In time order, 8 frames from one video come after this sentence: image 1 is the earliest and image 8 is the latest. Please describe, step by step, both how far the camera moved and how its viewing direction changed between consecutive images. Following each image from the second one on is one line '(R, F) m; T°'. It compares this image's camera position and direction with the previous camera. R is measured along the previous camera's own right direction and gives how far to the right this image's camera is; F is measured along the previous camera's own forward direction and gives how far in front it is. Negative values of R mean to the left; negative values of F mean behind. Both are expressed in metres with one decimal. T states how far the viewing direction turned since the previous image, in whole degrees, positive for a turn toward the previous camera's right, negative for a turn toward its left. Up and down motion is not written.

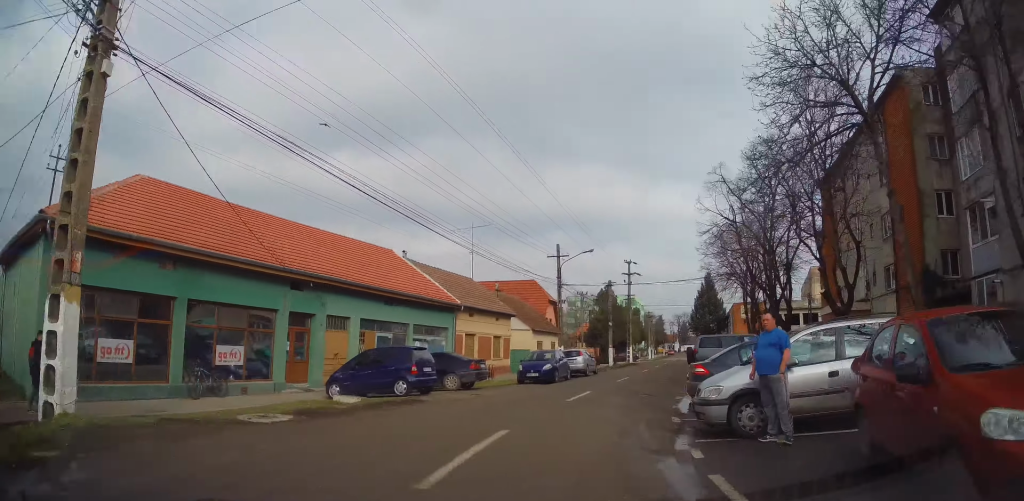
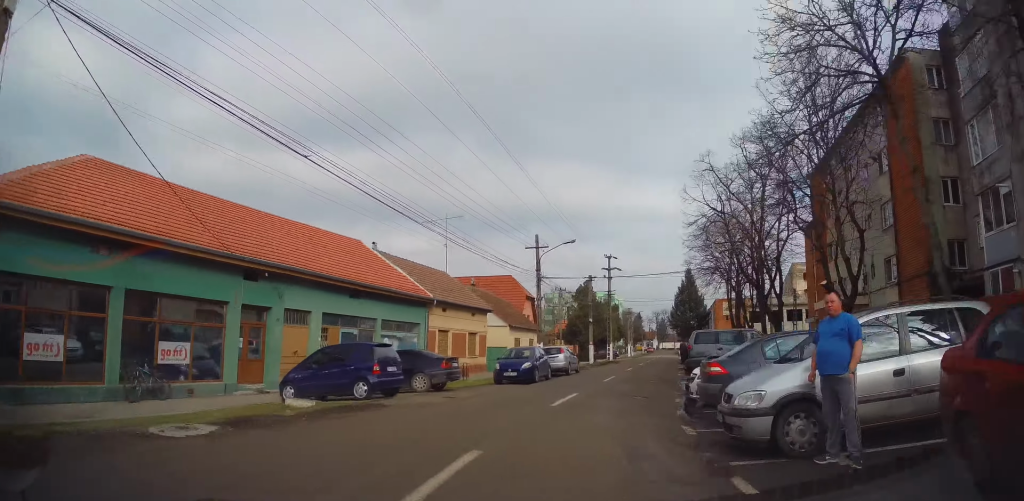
(0.0, +2.7) m; +4°
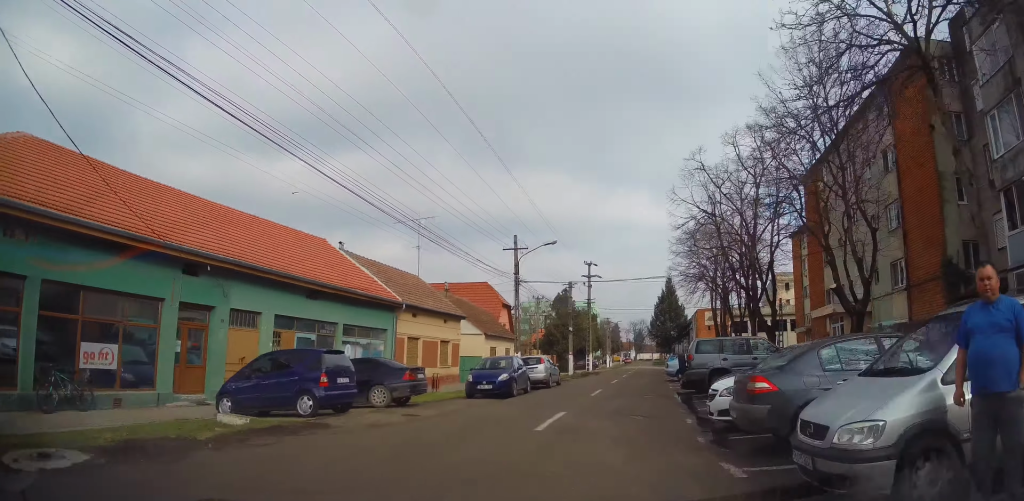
(+0.4, +3.4) m; +5°
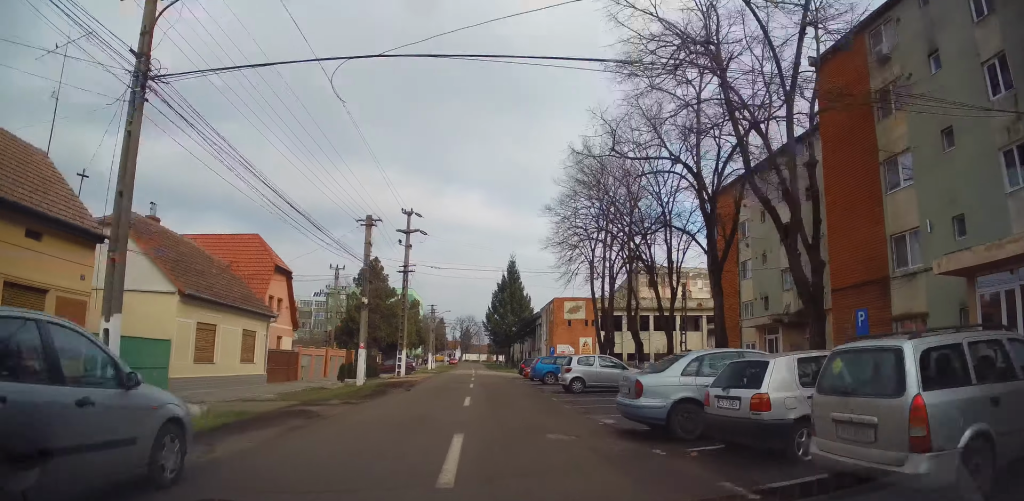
(+3.5, +25.3) m; +14°
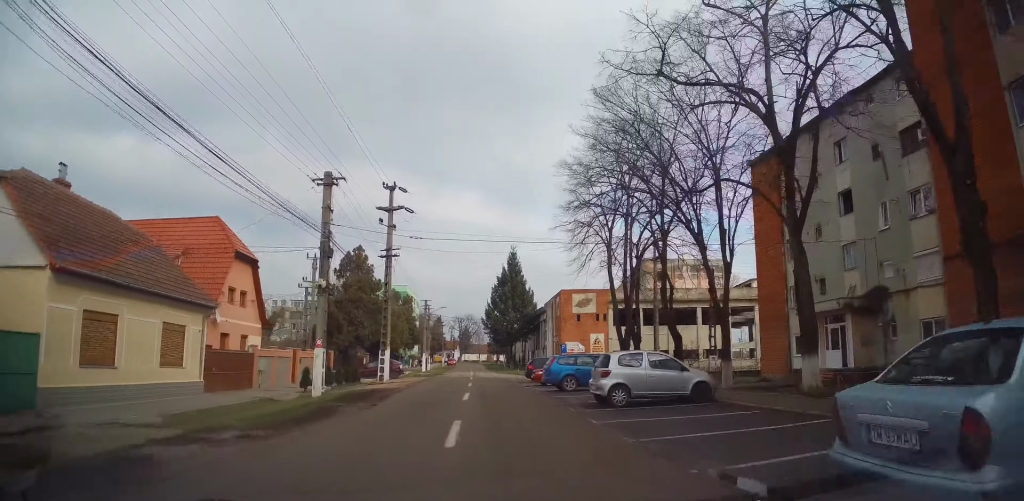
(+0.2, +6.8) m; +3°
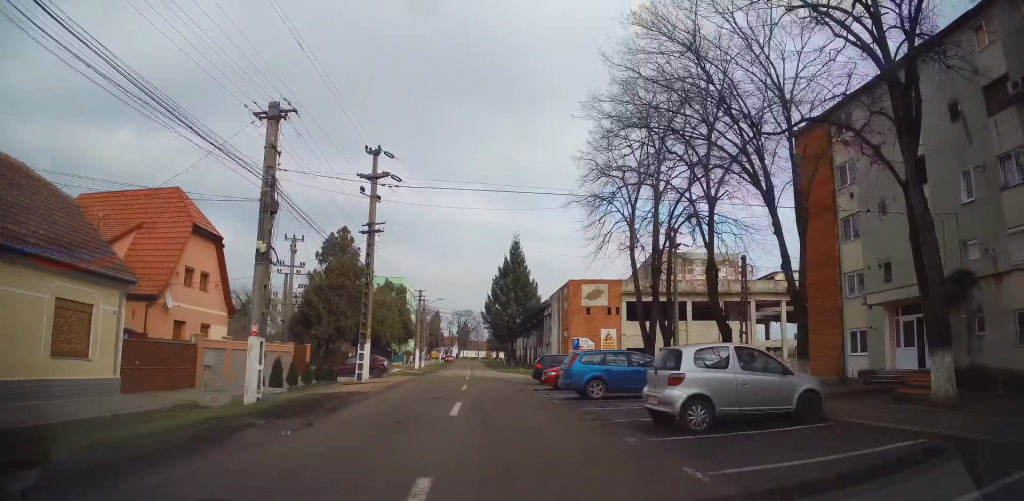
(0.0, +5.6) m; +1°
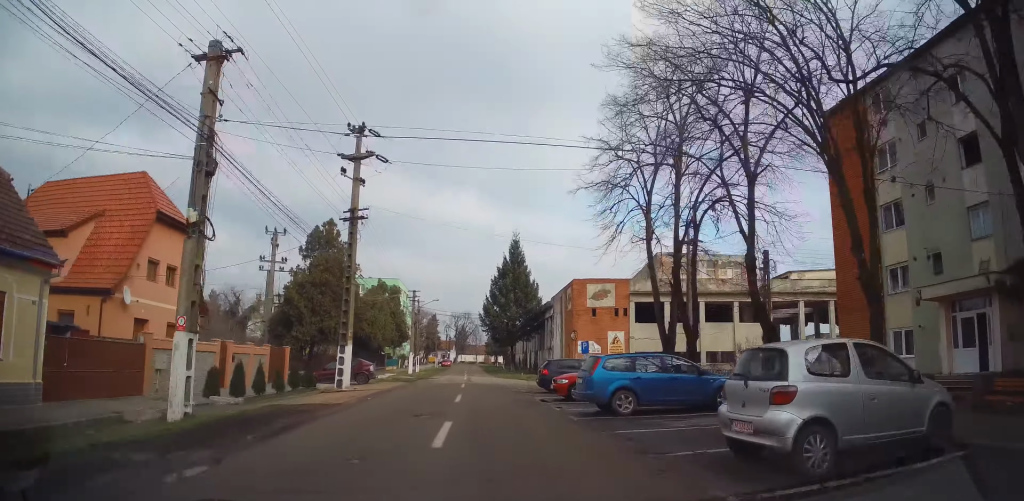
(+0.1, +3.5) m; 0°
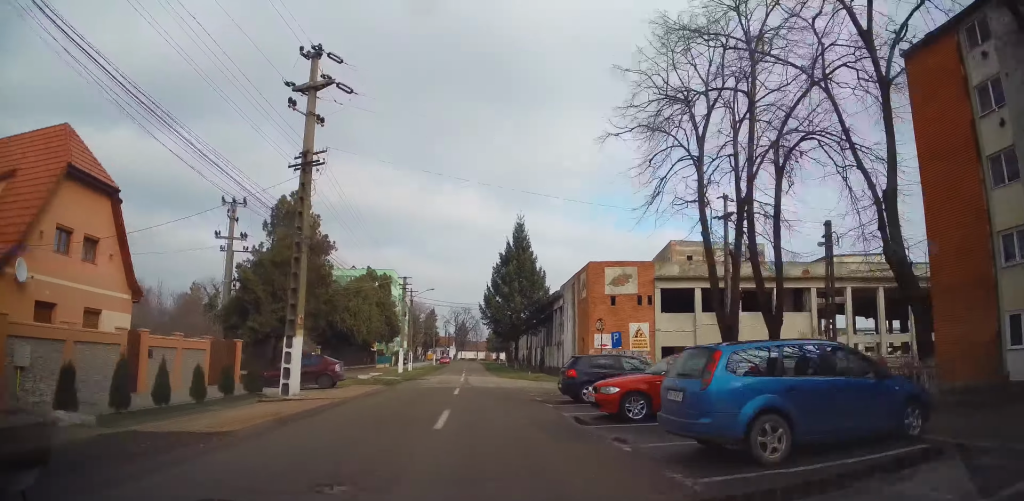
(+0.1, +6.7) m; -1°
